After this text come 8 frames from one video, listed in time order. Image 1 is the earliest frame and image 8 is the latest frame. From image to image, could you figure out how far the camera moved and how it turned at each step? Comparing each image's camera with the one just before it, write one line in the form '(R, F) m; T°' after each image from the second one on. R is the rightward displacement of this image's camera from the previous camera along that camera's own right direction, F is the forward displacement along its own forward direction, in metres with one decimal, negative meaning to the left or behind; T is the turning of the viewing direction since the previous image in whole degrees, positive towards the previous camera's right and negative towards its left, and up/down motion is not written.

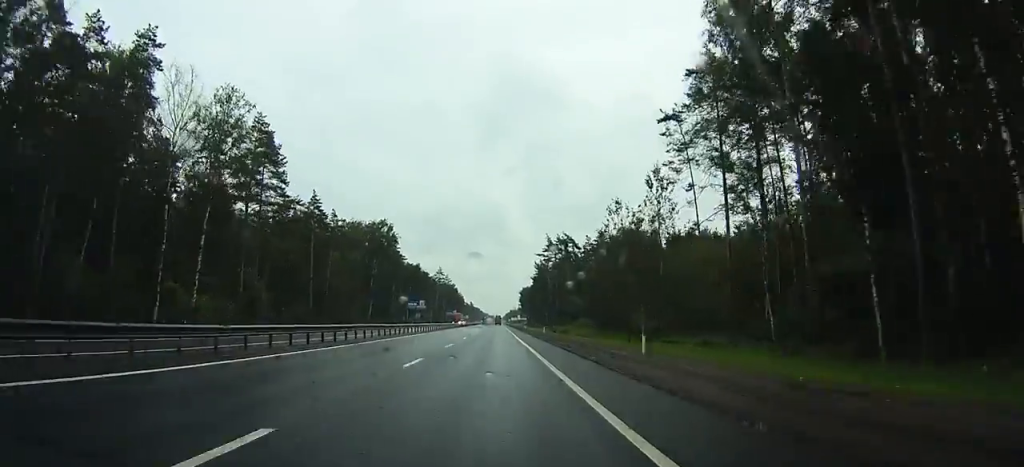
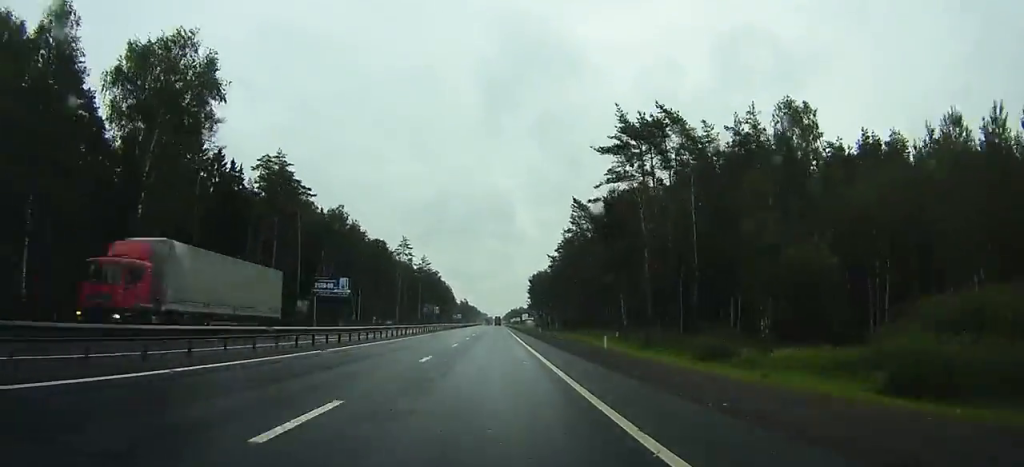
(-0.5, +107.7) m; 0°
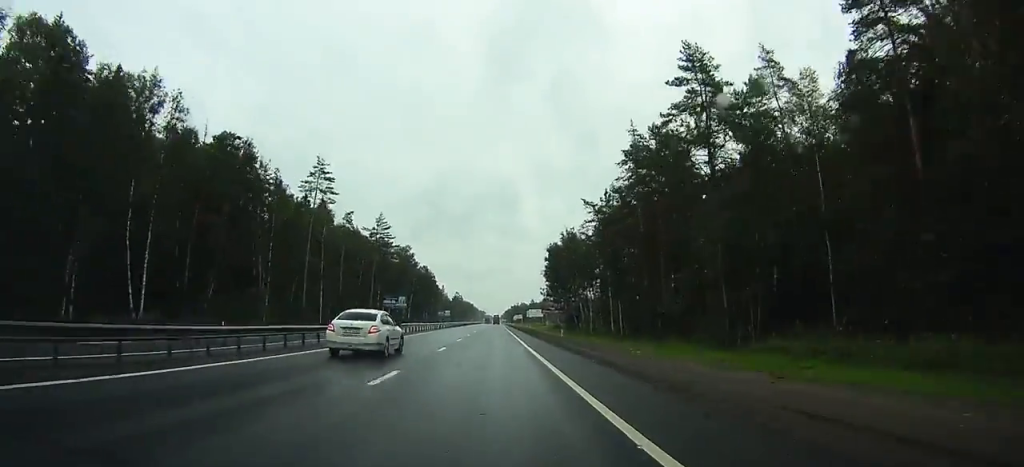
(+0.6, +85.0) m; +1°
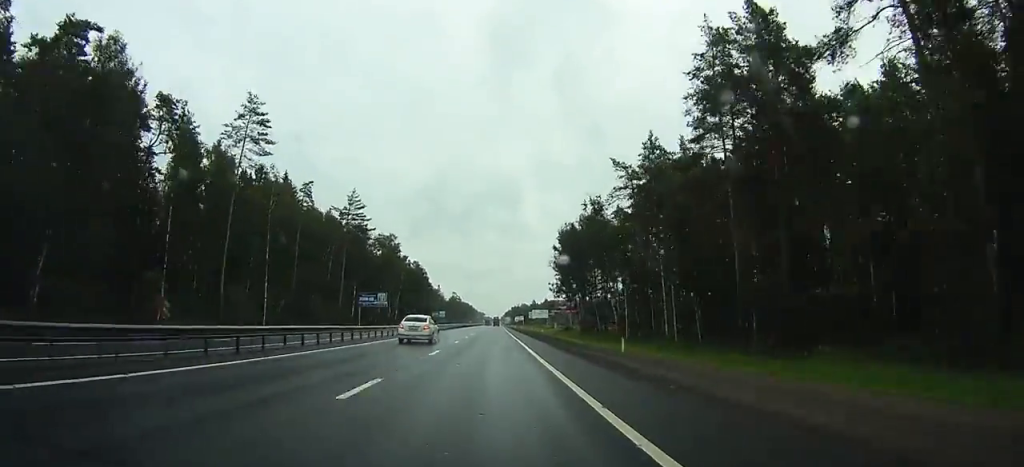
(0.0, +26.3) m; 0°
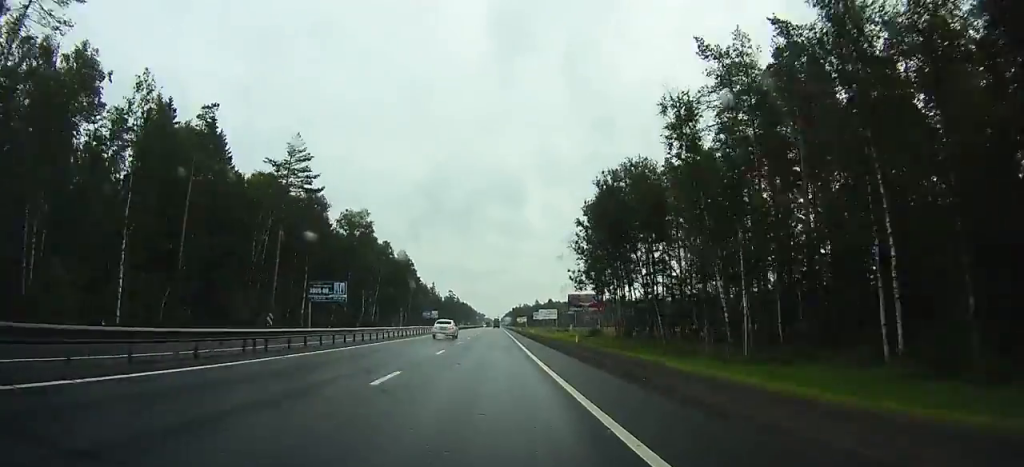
(+0.1, +33.3) m; 0°
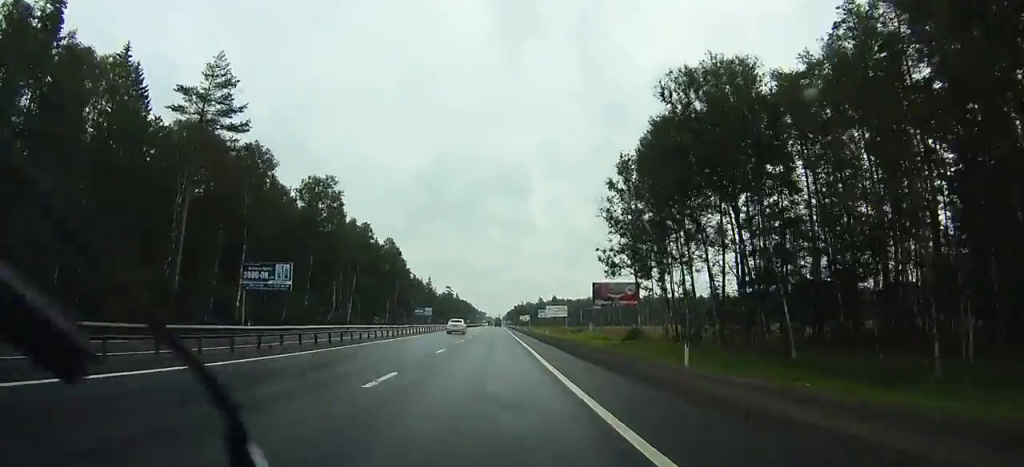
(+0.3, +24.5) m; 0°
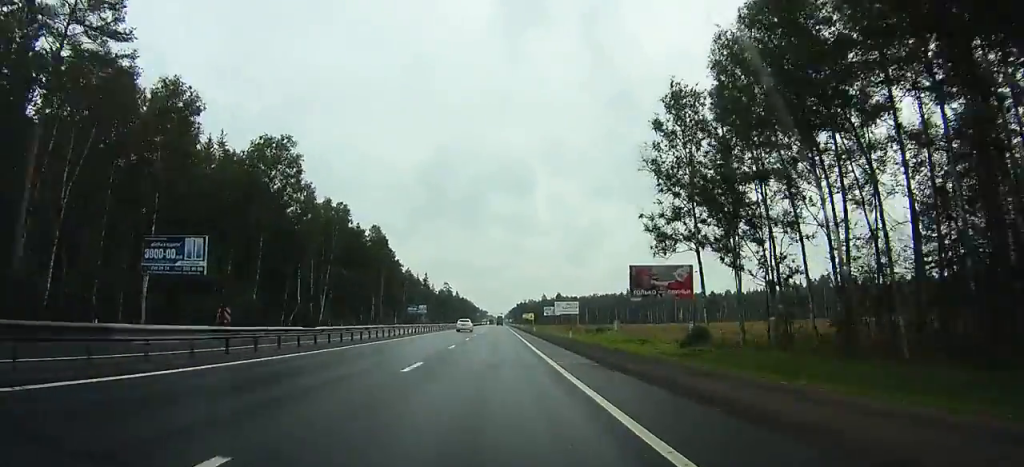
(-0.3, +20.1) m; 0°
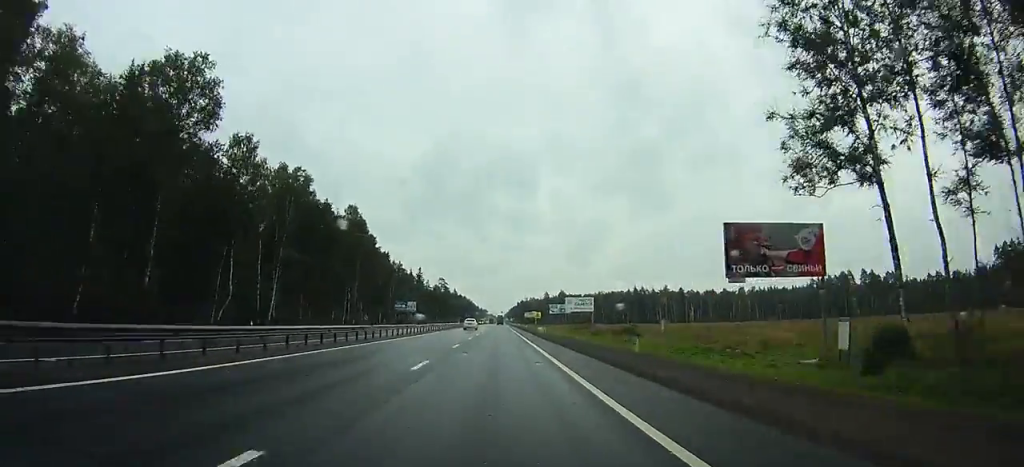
(-0.4, +23.0) m; 0°
